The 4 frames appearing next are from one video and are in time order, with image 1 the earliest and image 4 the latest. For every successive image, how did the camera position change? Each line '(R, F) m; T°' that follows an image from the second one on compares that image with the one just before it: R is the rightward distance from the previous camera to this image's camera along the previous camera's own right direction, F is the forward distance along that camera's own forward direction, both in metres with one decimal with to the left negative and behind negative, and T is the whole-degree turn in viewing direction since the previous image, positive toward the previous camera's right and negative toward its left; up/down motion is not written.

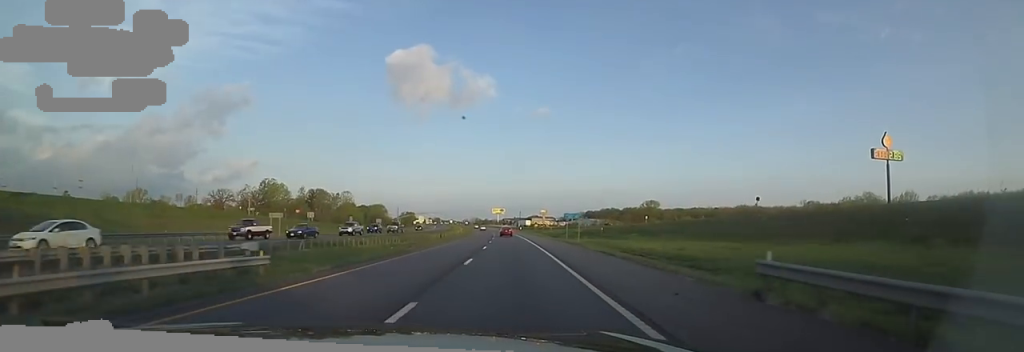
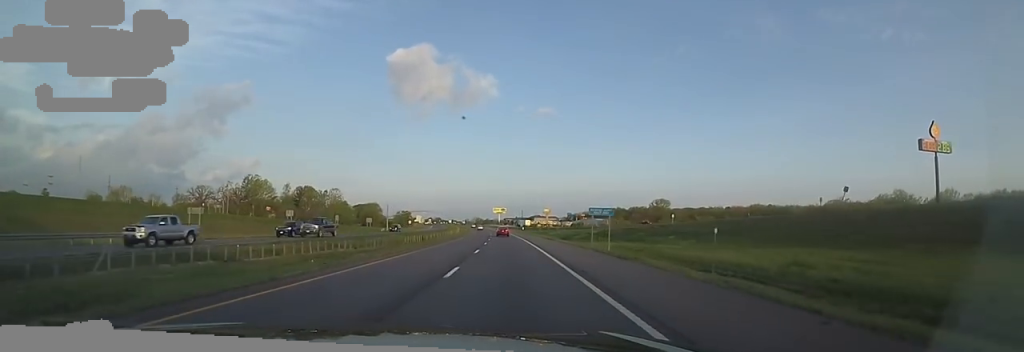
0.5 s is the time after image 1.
(+0.1, +17.4) m; 0°
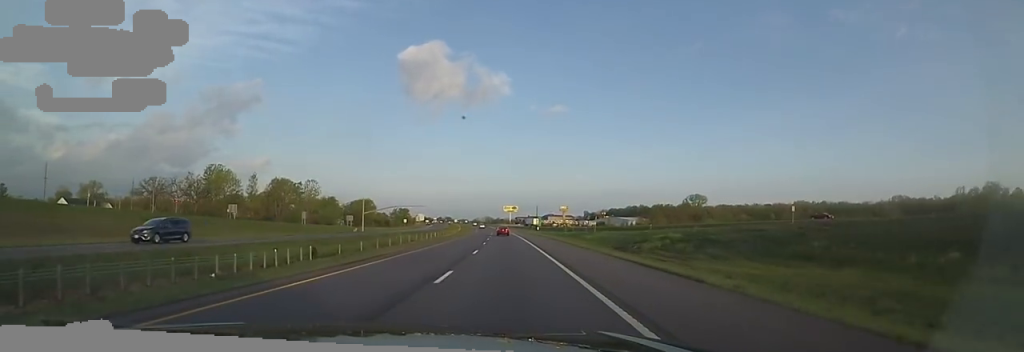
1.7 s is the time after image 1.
(+0.1, +38.0) m; 0°
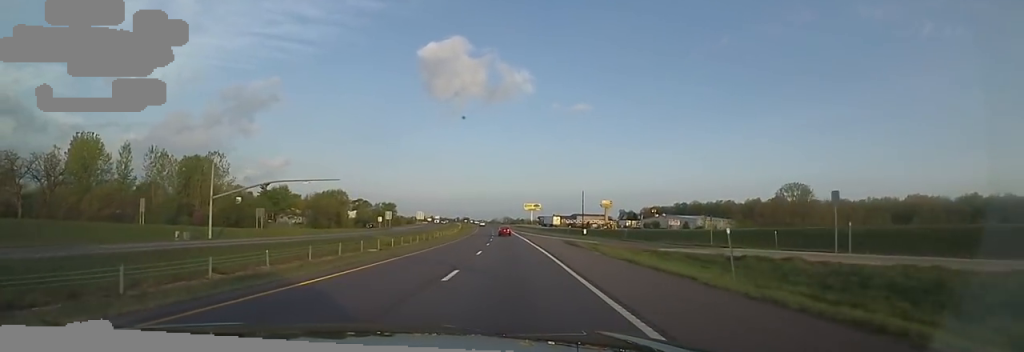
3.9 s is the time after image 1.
(-2.9, +72.2) m; -2°
